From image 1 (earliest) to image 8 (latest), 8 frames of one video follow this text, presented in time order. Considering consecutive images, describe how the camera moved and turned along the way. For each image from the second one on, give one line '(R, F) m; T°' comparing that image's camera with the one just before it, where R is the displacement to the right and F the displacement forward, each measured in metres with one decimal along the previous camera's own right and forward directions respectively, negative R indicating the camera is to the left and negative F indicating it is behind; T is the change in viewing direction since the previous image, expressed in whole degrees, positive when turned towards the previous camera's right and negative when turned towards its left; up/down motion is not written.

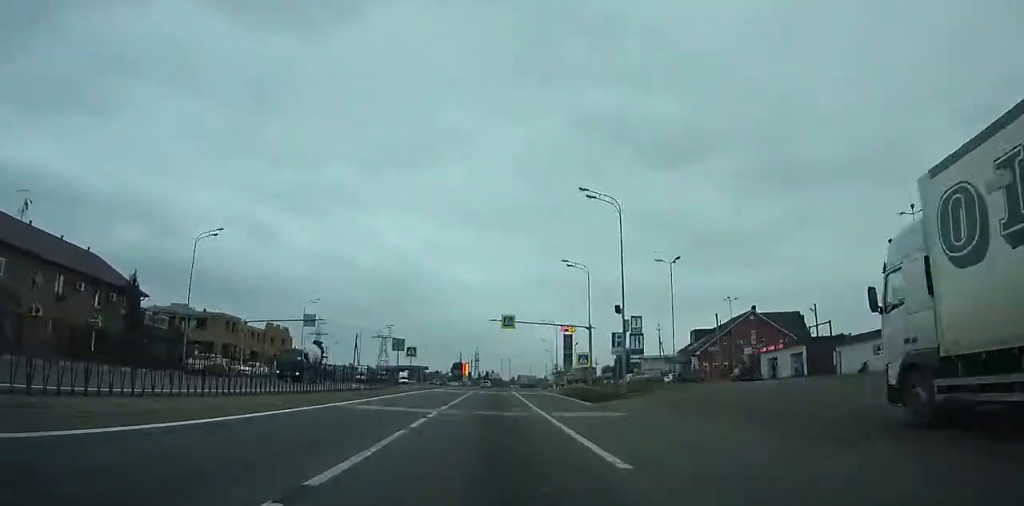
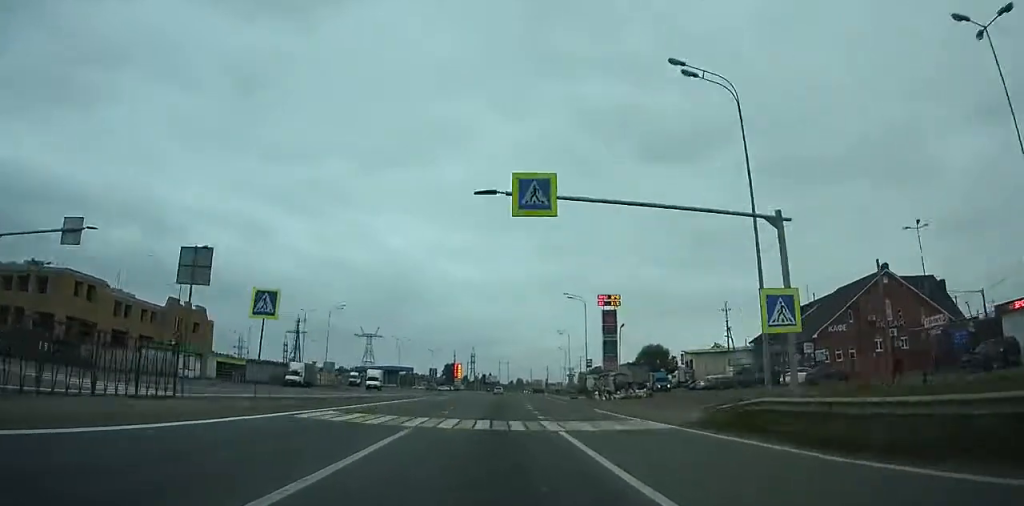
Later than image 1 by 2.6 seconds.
(+0.3, +36.1) m; +1°
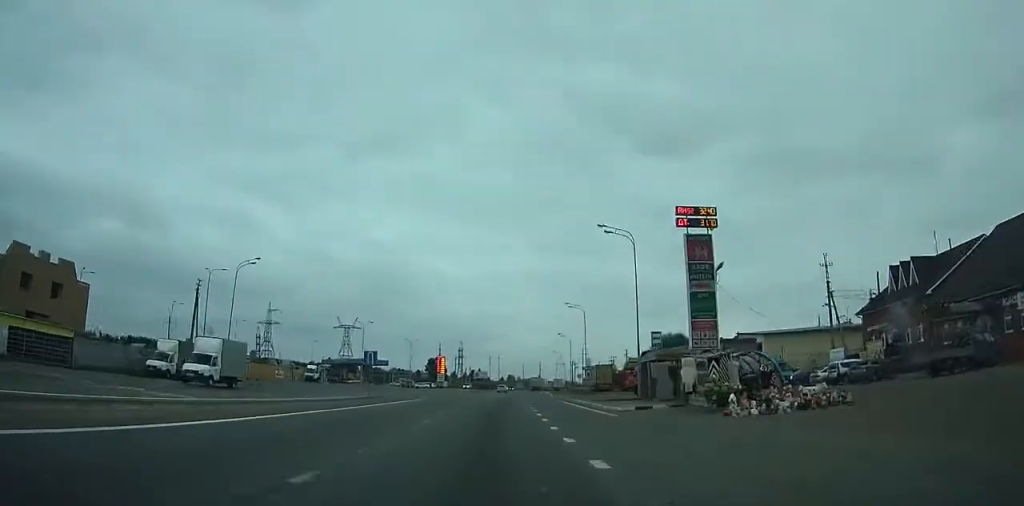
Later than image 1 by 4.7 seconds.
(0.0, +29.7) m; +1°
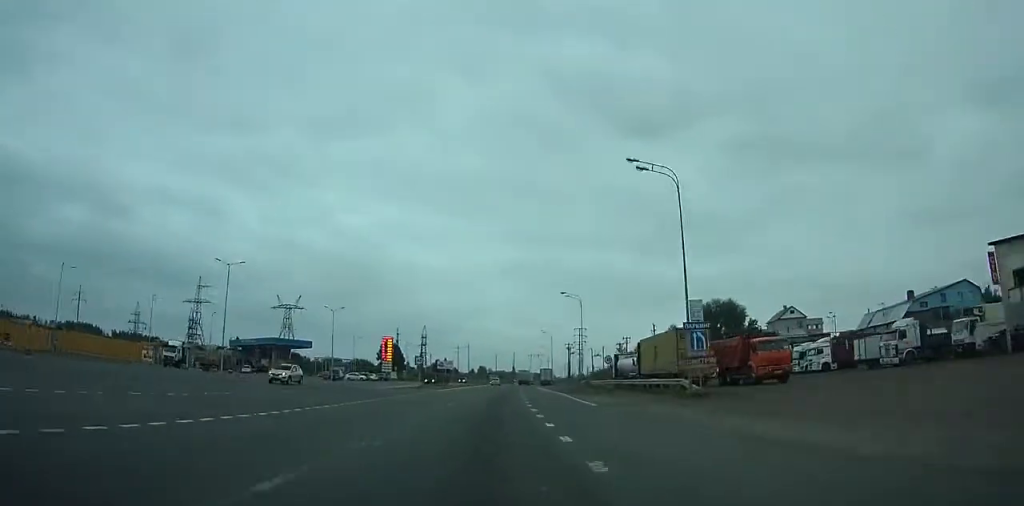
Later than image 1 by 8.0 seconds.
(+0.6, +47.6) m; +2°
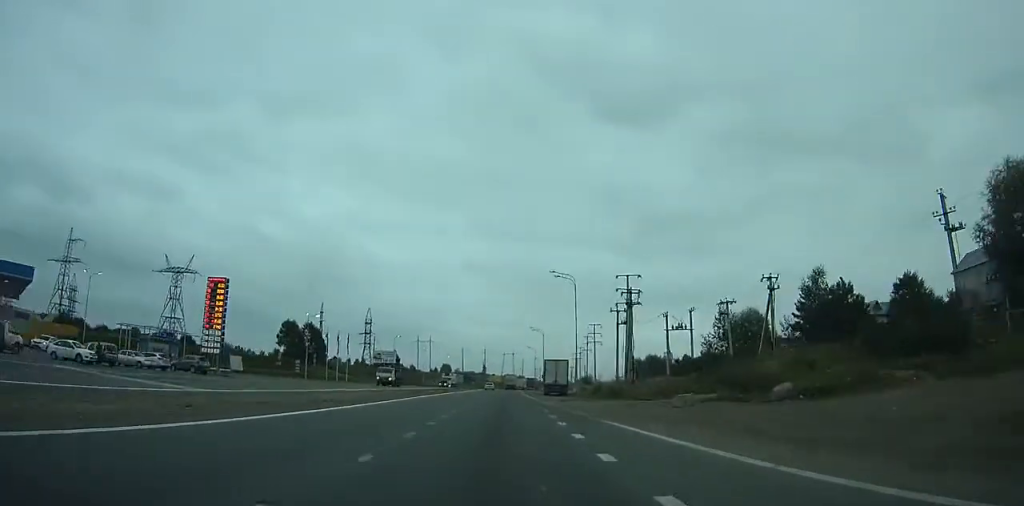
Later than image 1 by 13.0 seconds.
(+2.3, +73.2) m; +3°
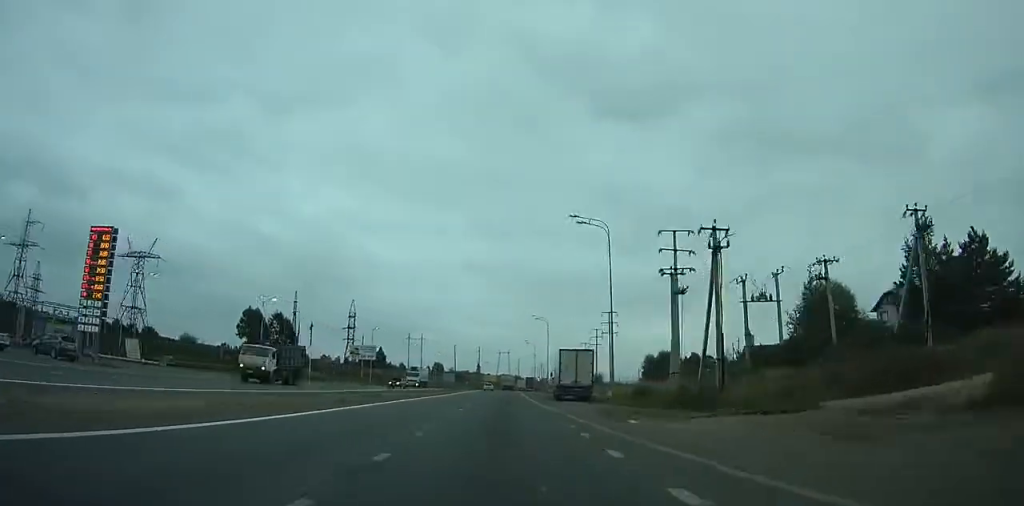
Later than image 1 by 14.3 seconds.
(+0.2, +19.2) m; +1°
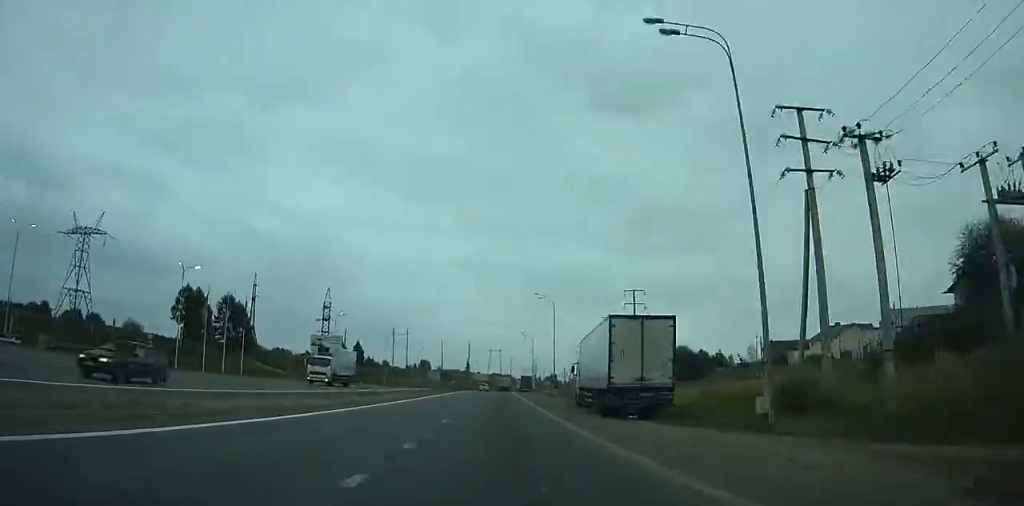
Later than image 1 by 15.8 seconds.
(+0.1, +22.1) m; +1°
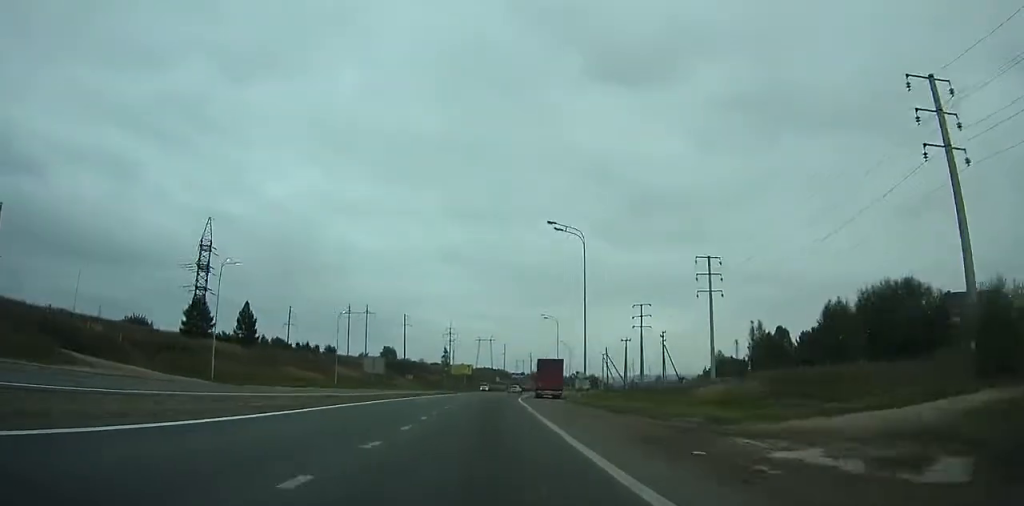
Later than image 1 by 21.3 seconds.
(+1.5, +81.2) m; +2°
